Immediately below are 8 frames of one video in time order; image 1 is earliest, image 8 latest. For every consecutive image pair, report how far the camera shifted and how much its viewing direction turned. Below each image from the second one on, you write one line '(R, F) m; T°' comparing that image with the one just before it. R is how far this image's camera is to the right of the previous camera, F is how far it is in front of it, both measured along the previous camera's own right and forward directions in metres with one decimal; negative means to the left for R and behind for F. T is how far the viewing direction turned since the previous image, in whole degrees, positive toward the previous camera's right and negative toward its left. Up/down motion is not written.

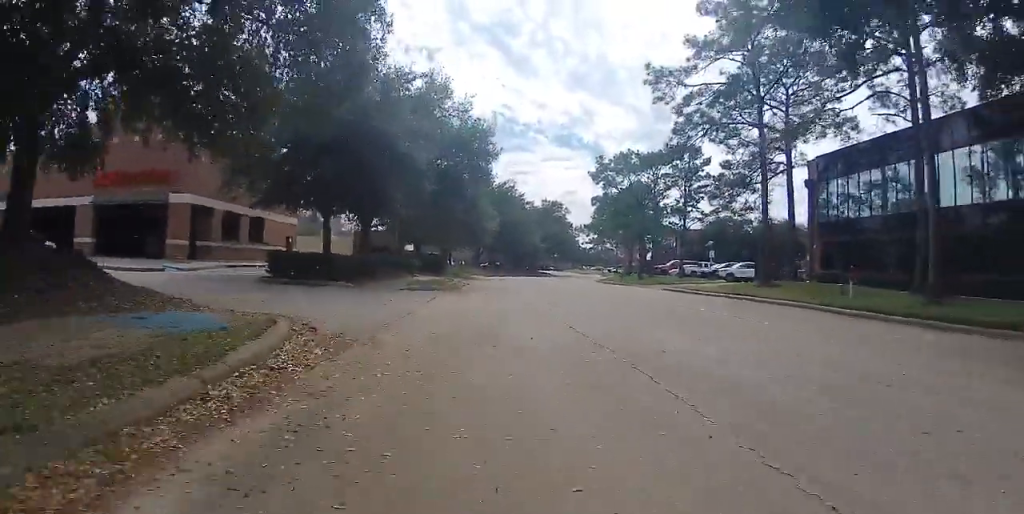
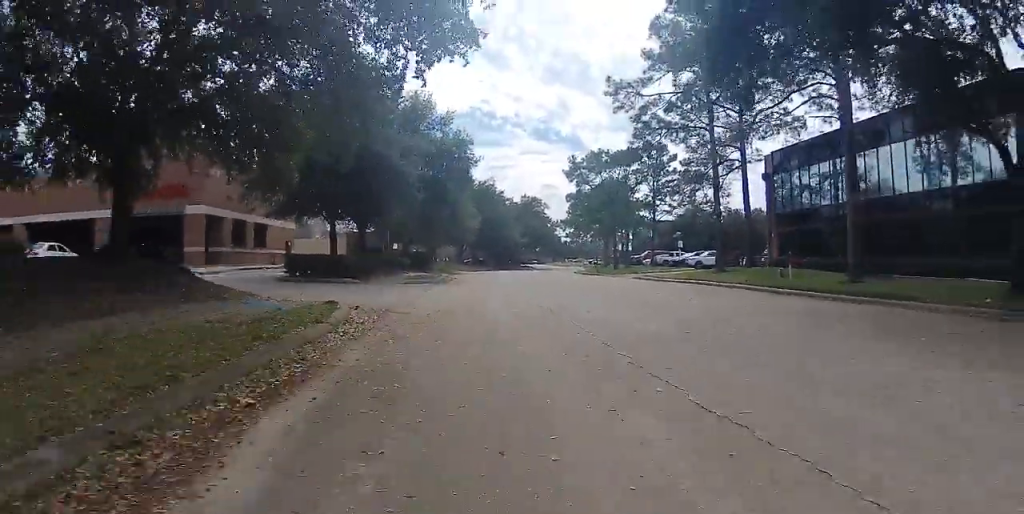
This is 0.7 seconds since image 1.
(+0.3, +3.5) m; 0°
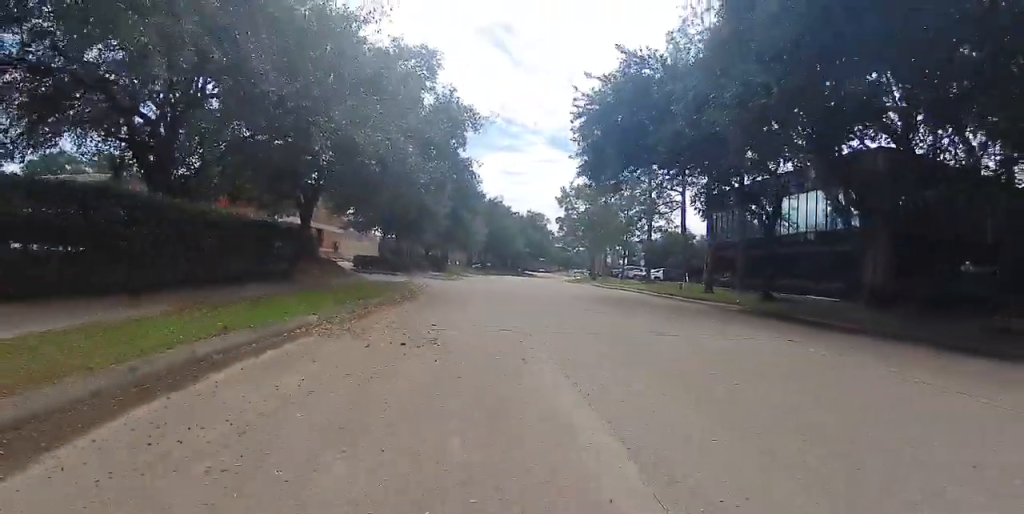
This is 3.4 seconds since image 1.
(0.0, +13.3) m; -2°
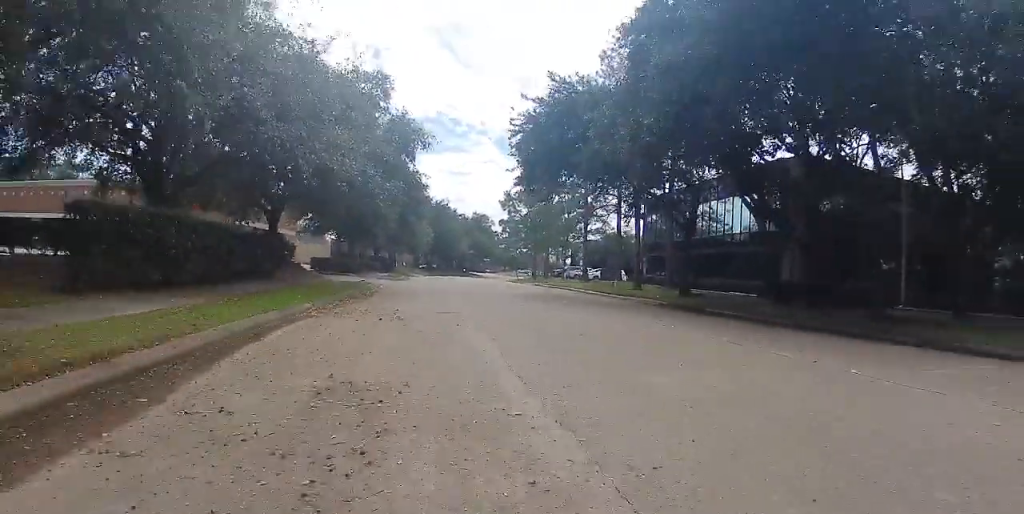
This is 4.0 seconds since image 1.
(-0.2, +3.1) m; -3°
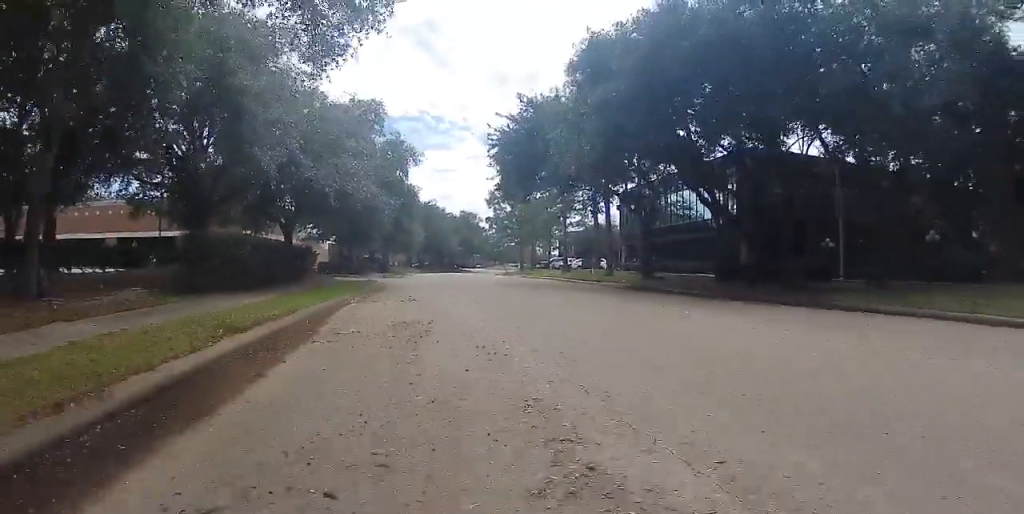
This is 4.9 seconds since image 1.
(0.0, +4.4) m; 0°
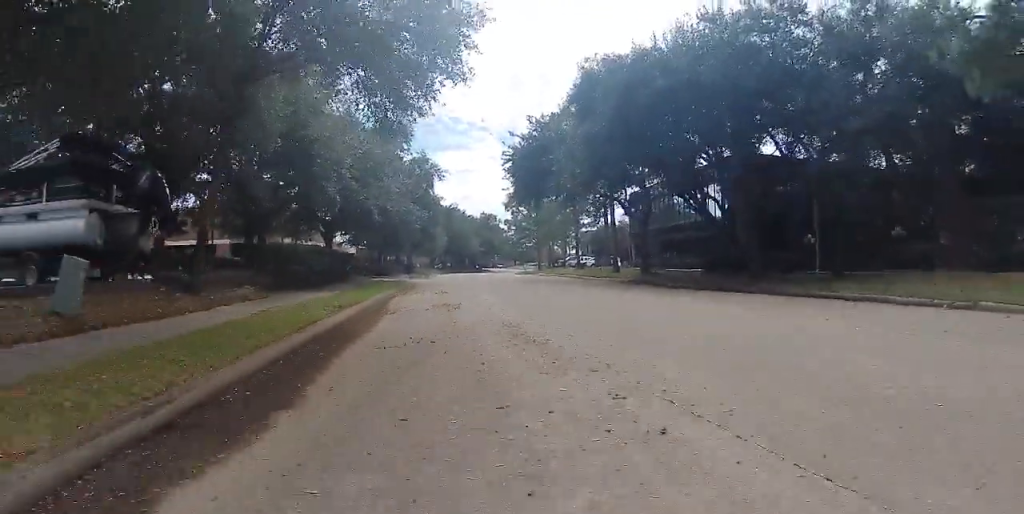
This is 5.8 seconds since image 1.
(0.0, +4.5) m; 0°
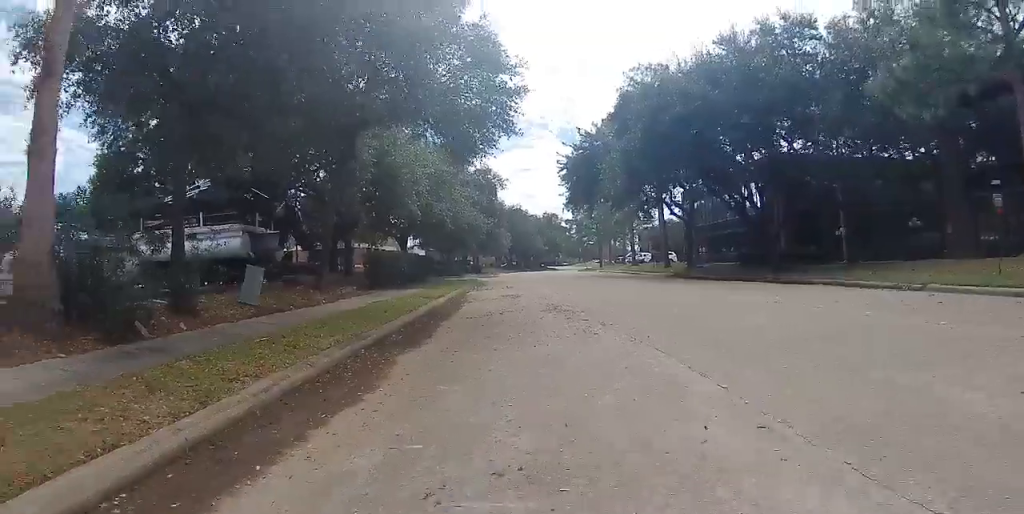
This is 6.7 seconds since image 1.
(0.0, +3.9) m; +2°
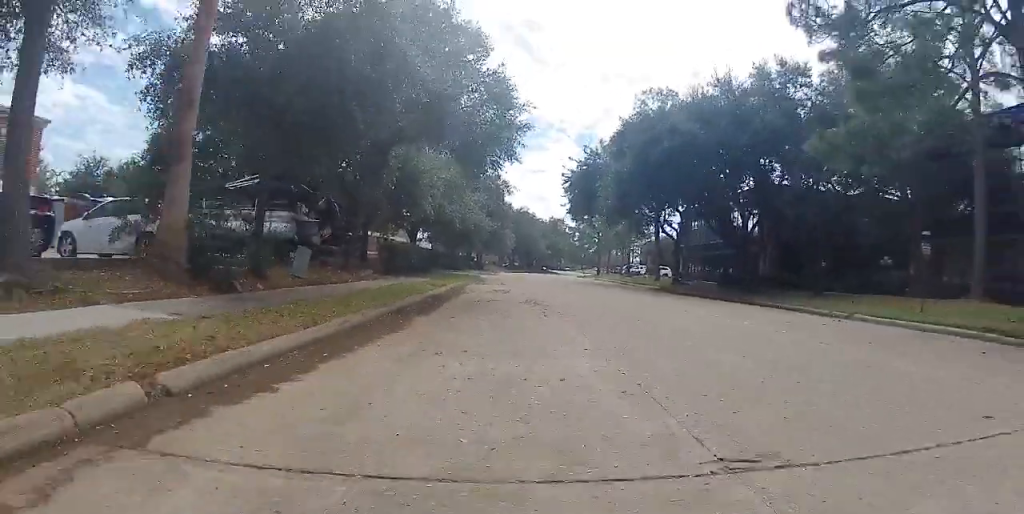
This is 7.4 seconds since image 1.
(+0.1, +3.3) m; -1°
